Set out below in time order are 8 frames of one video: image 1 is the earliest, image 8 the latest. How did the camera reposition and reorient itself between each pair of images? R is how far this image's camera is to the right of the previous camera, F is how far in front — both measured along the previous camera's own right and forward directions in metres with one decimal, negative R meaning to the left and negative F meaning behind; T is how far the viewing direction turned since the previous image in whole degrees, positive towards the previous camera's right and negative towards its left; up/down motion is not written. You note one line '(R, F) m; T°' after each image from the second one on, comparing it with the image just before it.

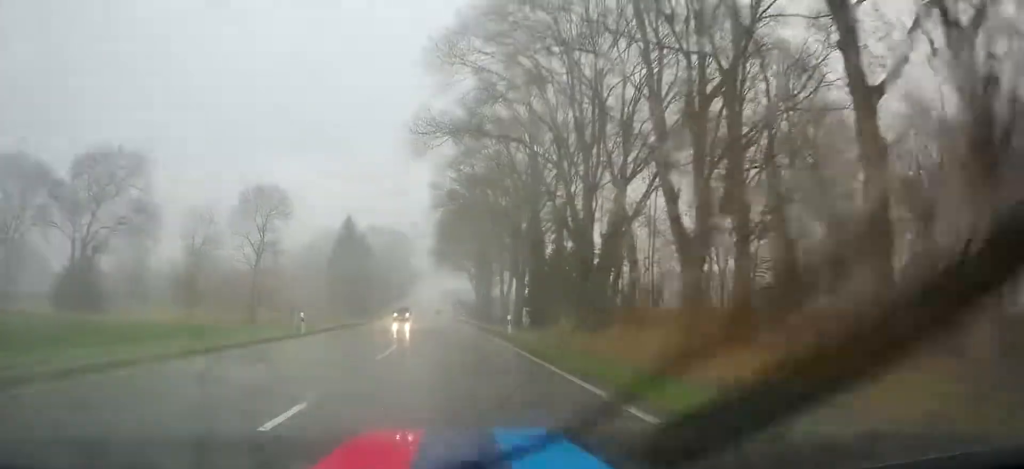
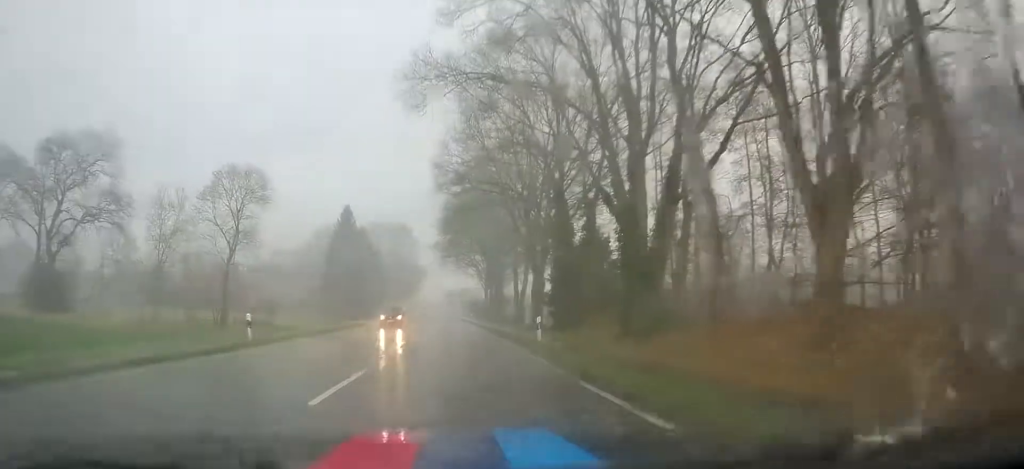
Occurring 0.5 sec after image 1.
(0.0, +8.1) m; 0°
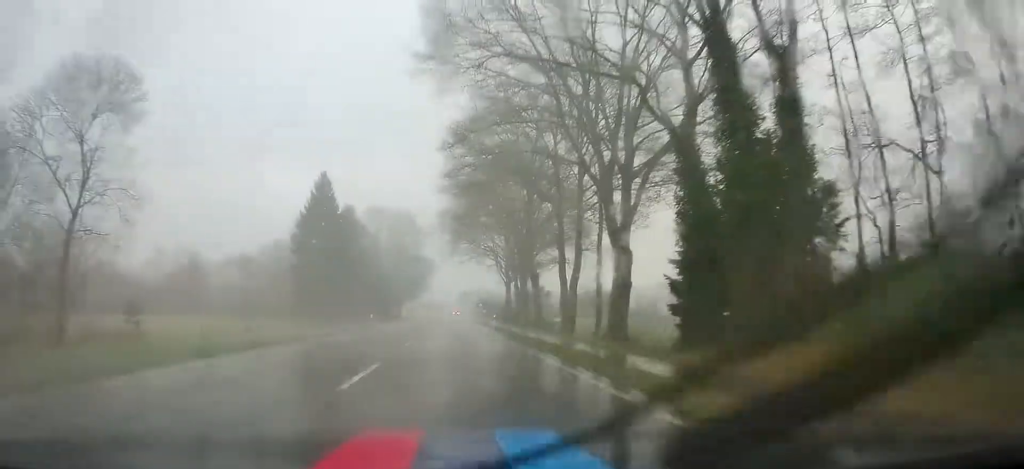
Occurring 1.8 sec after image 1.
(0.0, +20.9) m; -3°
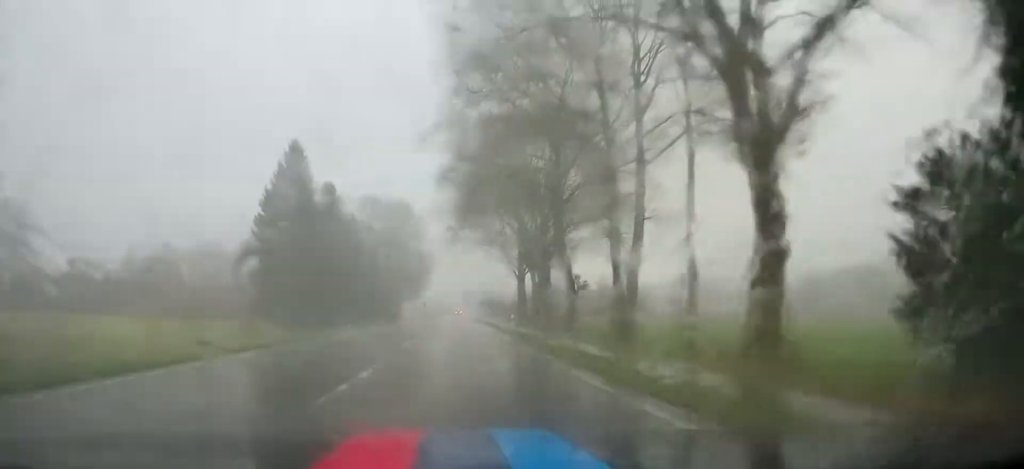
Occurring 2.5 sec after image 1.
(-0.5, +12.4) m; -3°
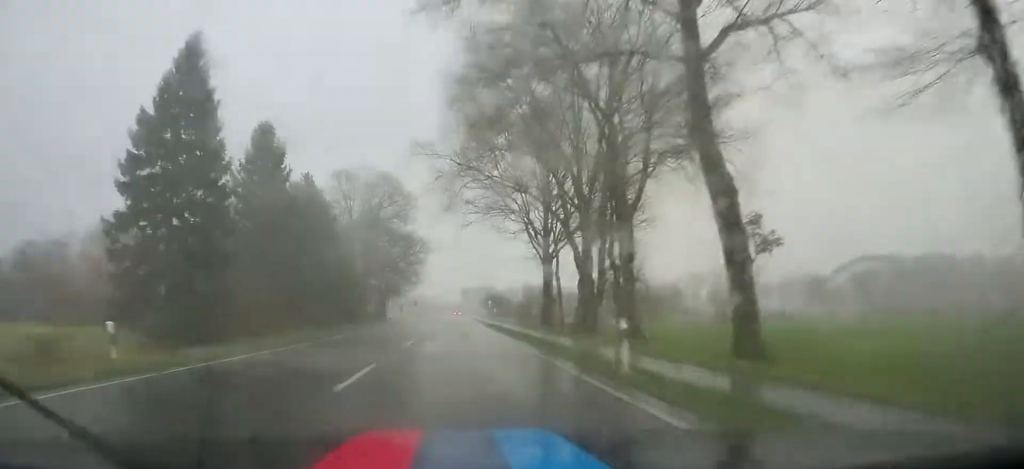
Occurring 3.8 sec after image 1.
(-0.2, +21.4) m; 0°
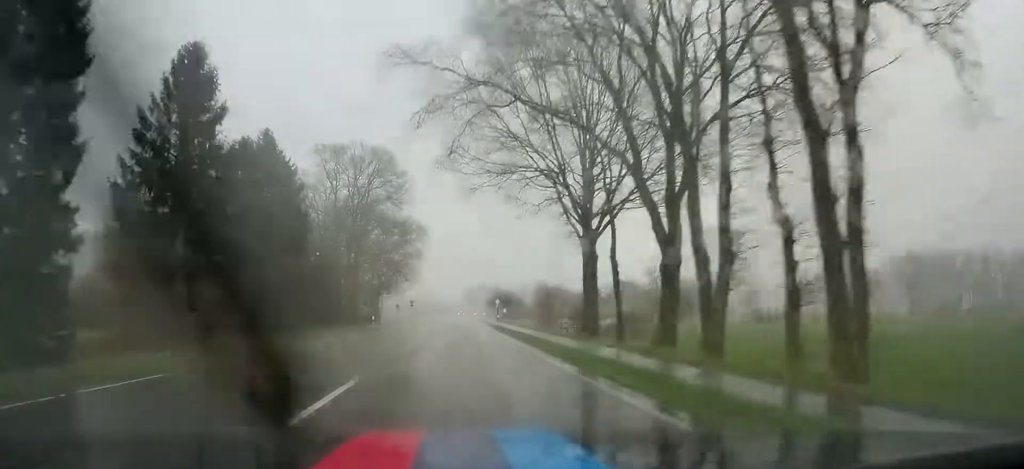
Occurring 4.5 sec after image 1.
(+0.3, +14.0) m; 0°
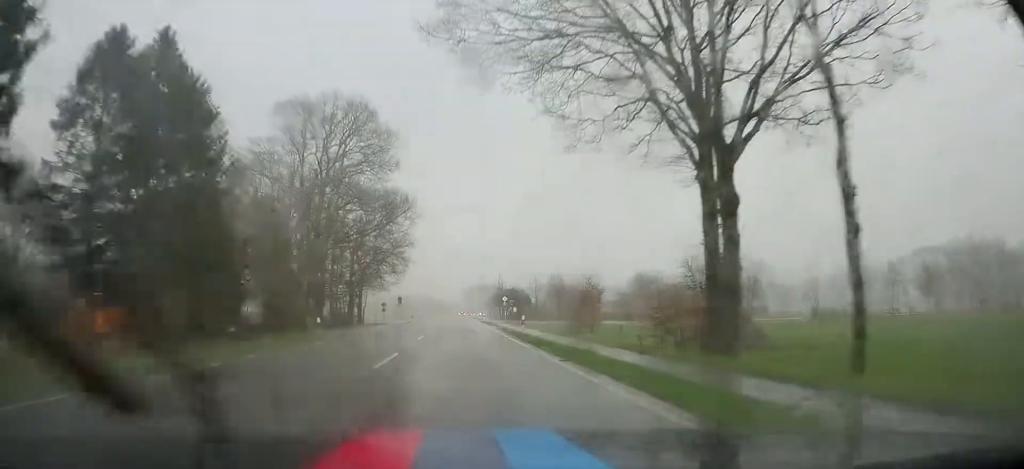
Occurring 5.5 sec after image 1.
(-0.4, +17.2) m; 0°
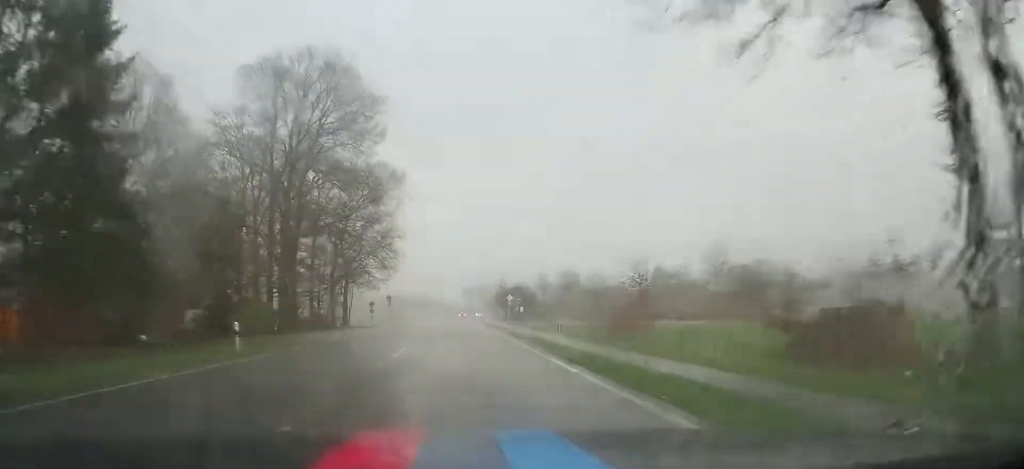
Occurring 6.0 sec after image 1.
(0.0, +10.2) m; 0°
